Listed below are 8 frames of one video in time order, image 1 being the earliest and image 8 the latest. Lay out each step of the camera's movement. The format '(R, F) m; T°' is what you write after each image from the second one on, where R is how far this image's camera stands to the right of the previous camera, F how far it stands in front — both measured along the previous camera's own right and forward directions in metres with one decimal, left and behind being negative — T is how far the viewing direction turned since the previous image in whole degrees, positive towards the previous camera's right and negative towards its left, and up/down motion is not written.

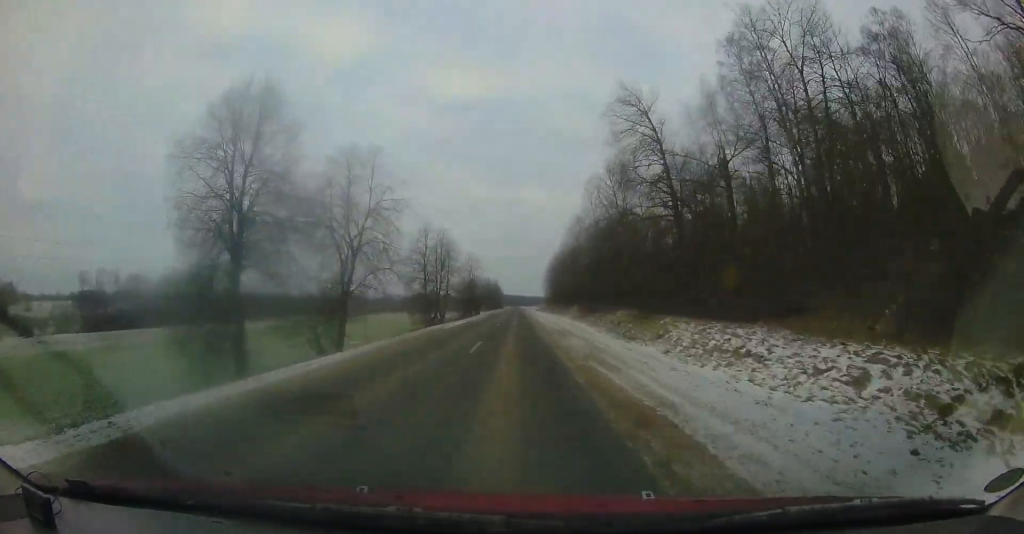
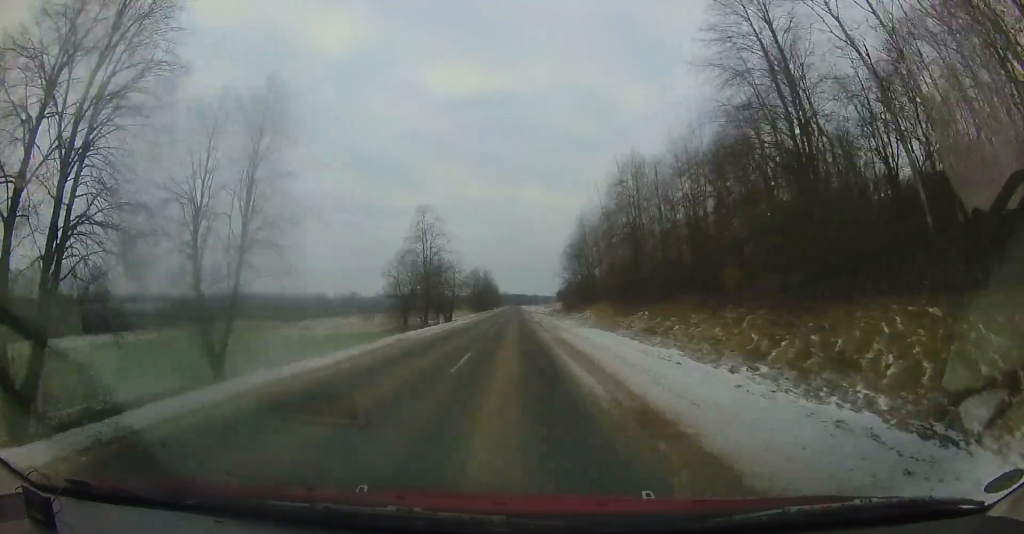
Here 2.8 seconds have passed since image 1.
(+0.1, +51.1) m; -1°
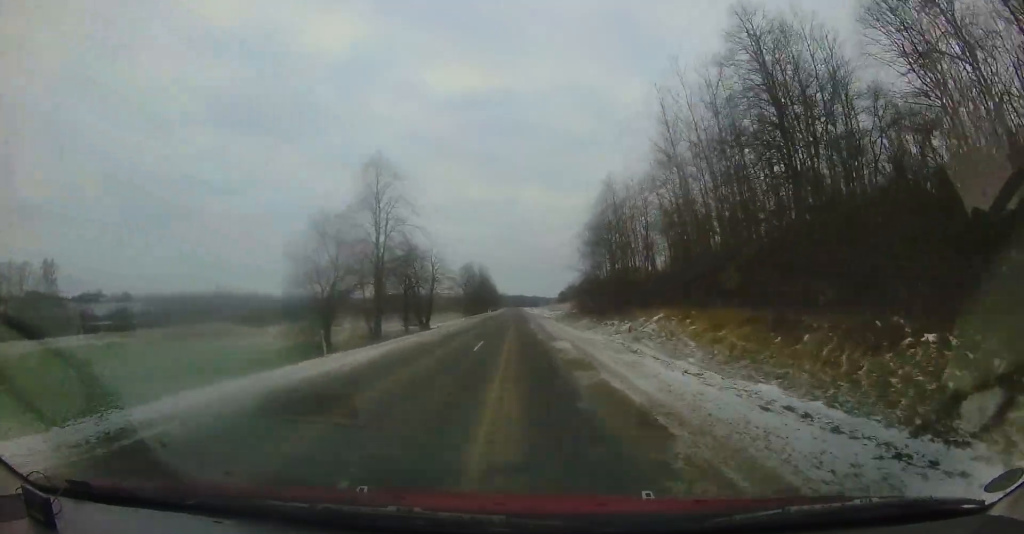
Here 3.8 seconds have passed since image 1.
(0.0, +18.9) m; 0°
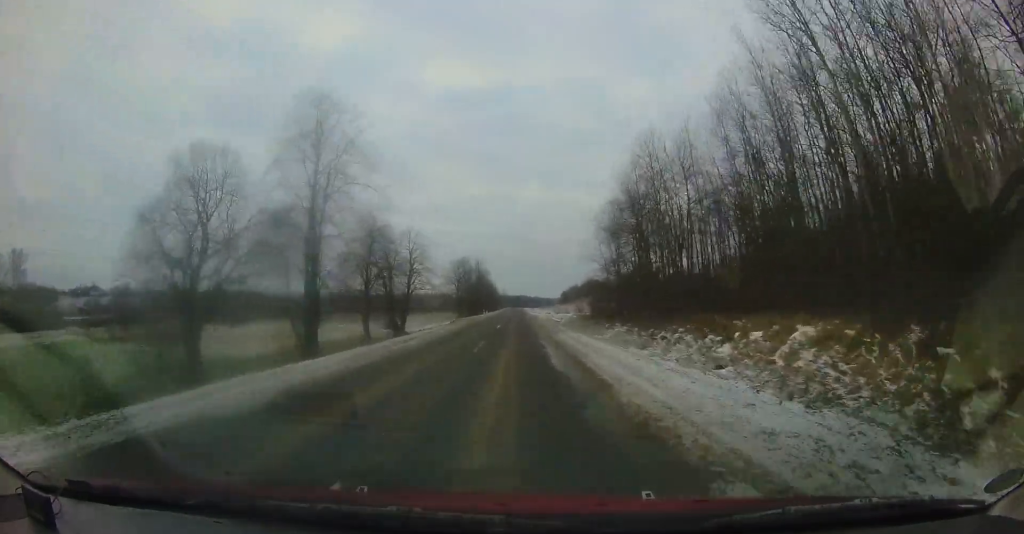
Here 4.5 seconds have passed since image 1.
(+0.1, +12.3) m; 0°
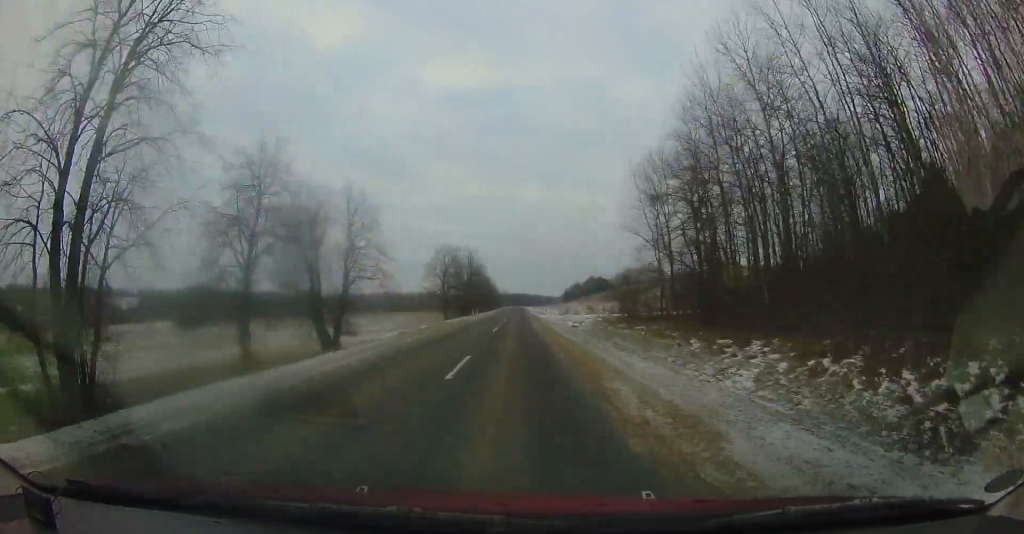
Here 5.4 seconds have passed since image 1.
(-0.3, +16.1) m; -1°
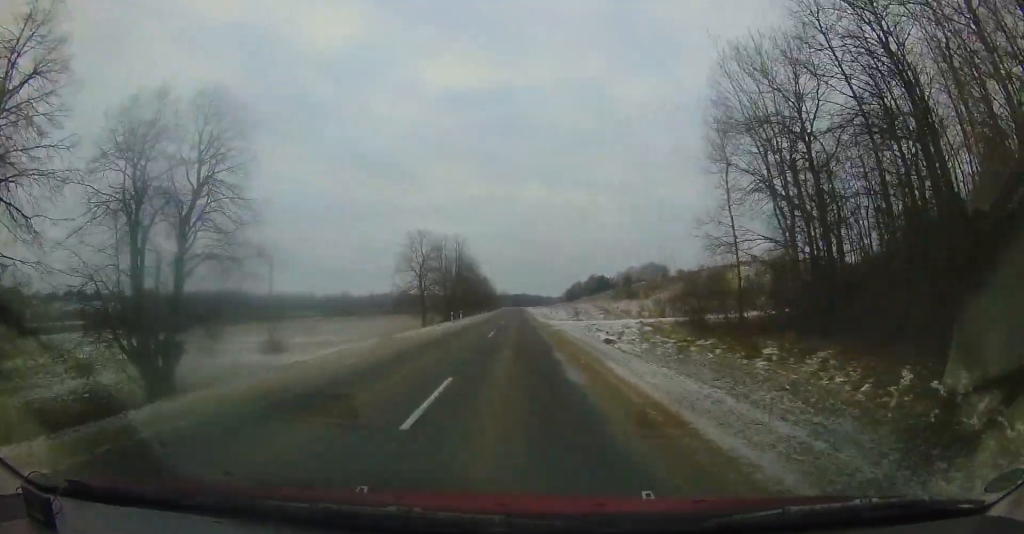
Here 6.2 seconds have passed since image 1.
(0.0, +15.0) m; 0°
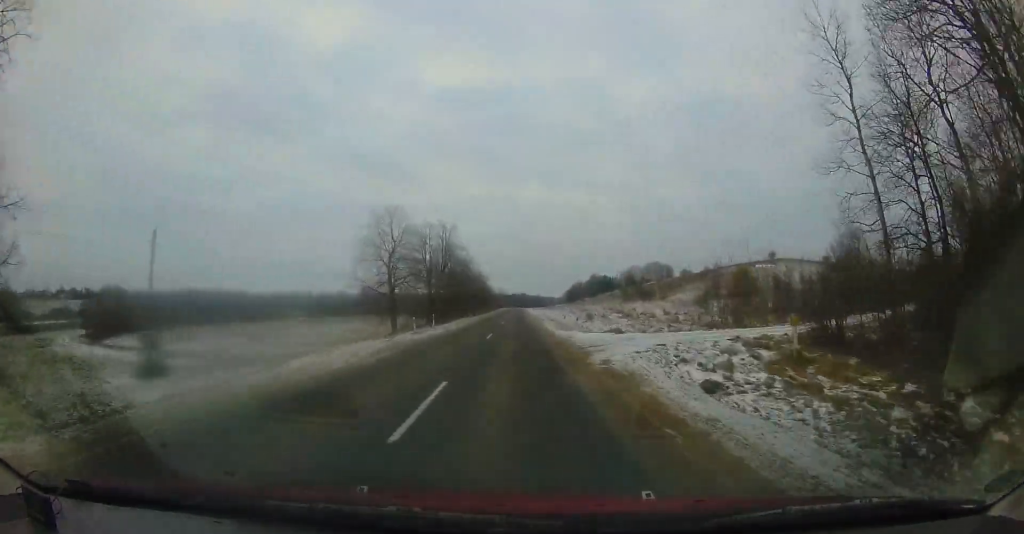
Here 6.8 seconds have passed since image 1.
(+0.1, +12.6) m; 0°
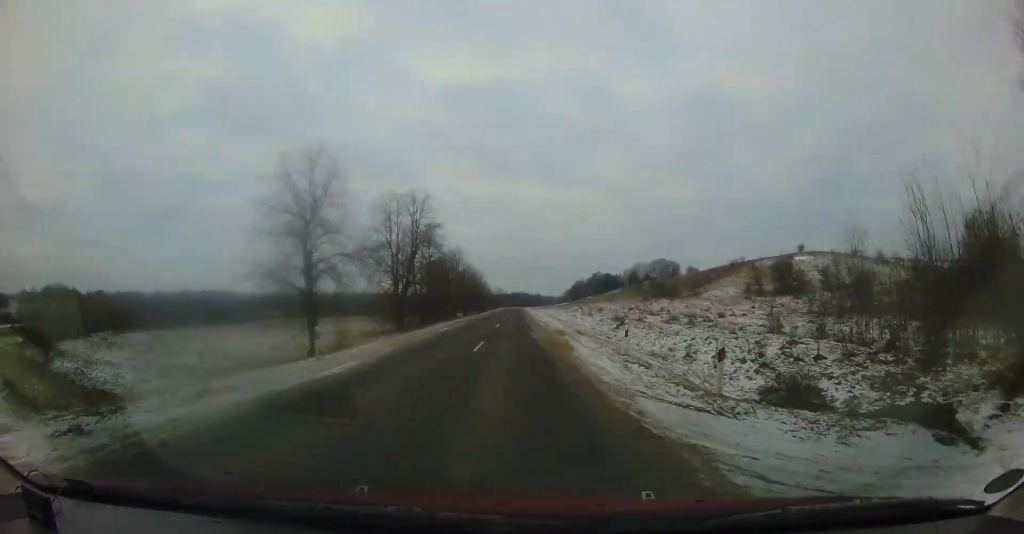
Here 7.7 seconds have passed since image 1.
(0.0, +16.4) m; 0°
